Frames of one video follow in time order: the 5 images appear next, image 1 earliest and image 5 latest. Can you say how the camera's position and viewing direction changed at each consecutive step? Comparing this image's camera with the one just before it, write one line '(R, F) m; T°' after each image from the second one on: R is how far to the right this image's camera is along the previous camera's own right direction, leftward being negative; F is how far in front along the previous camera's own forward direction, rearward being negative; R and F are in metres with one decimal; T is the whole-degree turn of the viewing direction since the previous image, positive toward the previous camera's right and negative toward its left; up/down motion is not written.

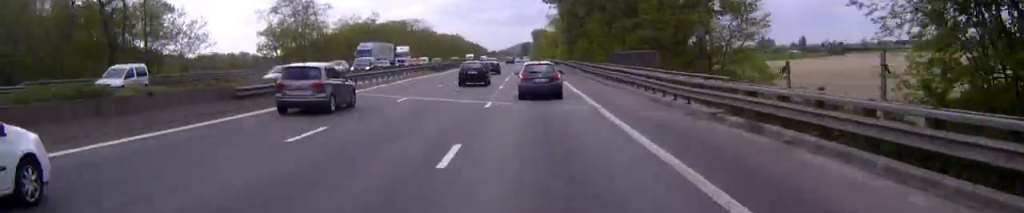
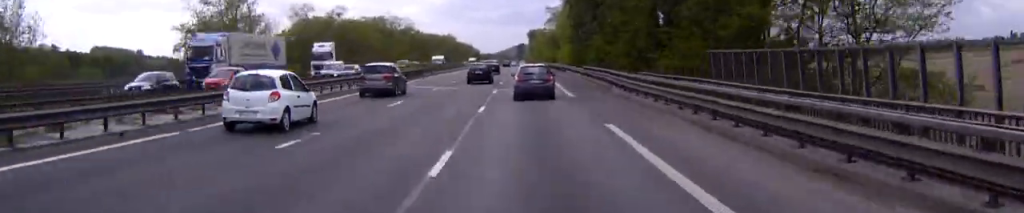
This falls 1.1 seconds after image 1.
(+0.2, +26.0) m; +1°
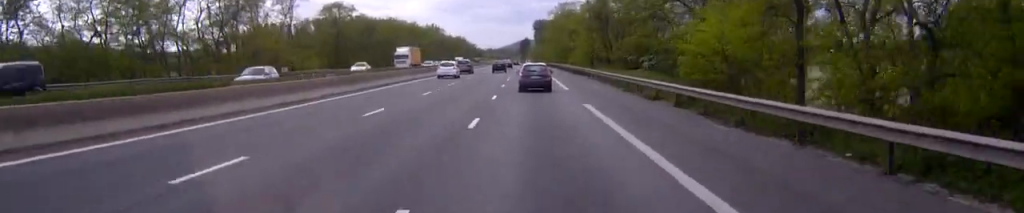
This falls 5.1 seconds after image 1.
(+0.6, +96.0) m; 0°
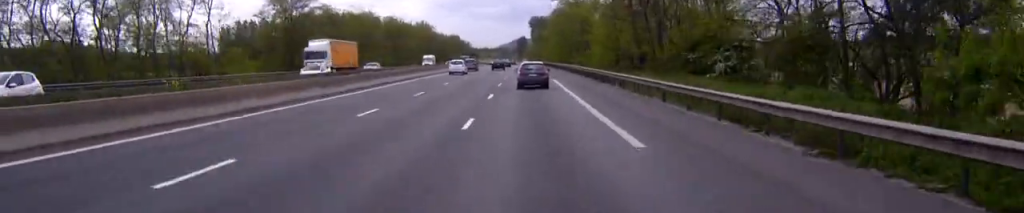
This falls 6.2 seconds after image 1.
(-0.1, +26.1) m; 0°
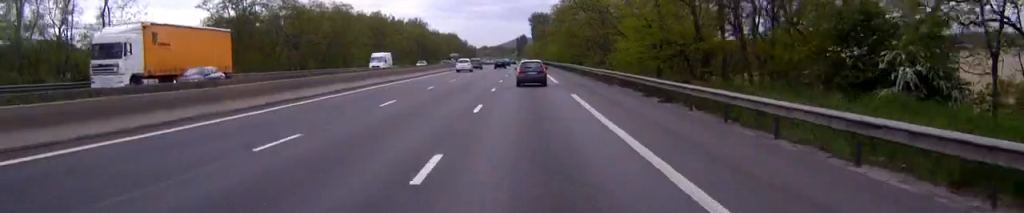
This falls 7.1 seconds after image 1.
(0.0, +20.7) m; 0°
